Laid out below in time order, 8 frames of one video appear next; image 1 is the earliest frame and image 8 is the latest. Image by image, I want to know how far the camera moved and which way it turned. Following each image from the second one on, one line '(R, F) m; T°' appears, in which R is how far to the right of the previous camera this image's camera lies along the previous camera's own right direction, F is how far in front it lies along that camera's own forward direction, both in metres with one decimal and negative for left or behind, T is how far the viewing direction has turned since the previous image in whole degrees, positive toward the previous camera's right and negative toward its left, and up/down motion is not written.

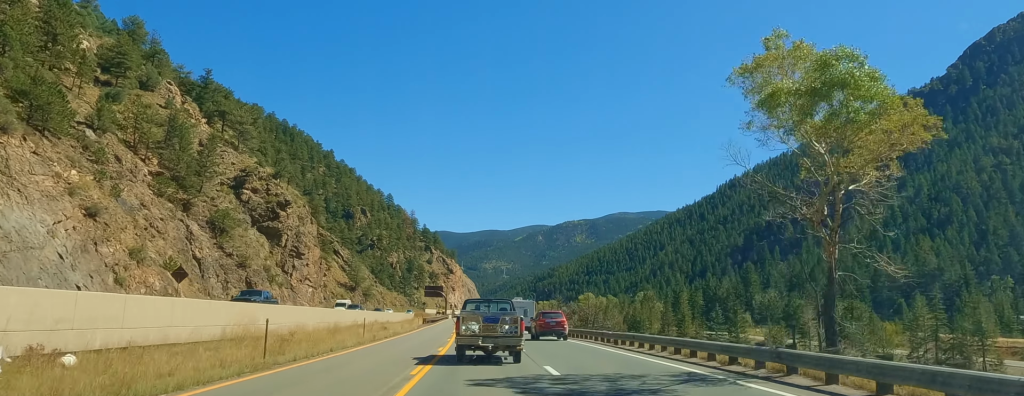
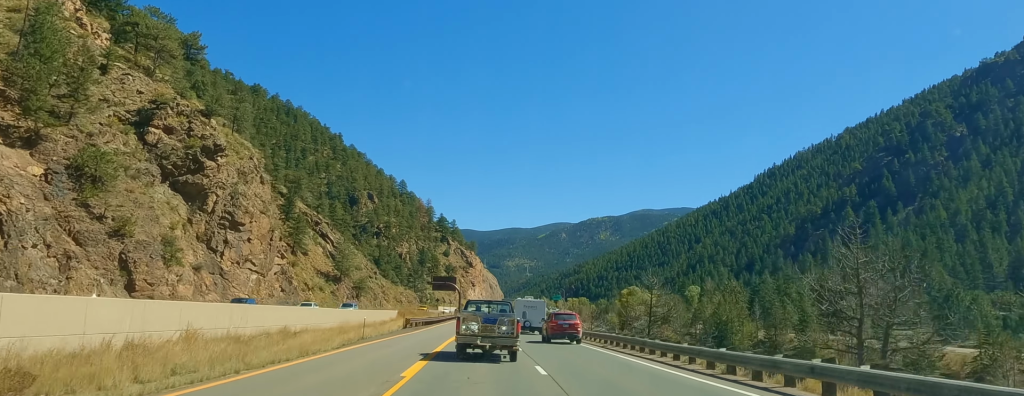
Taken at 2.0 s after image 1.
(-2.2, +47.3) m; -1°
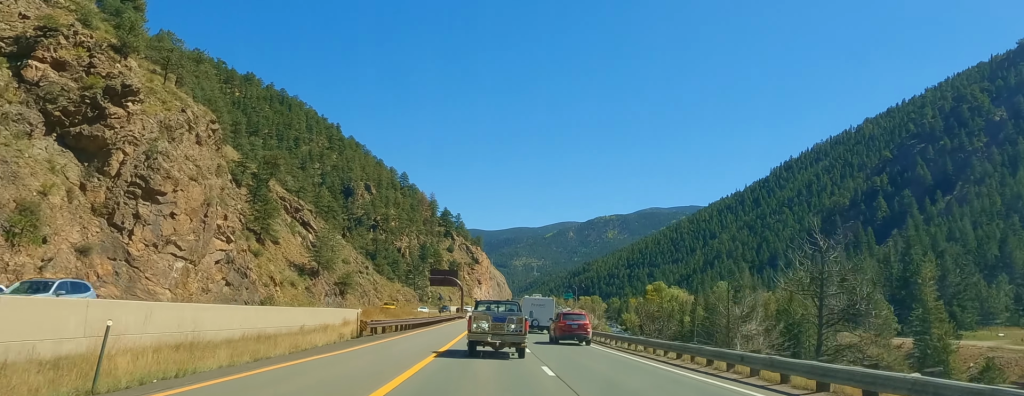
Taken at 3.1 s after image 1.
(+0.7, +26.3) m; +1°
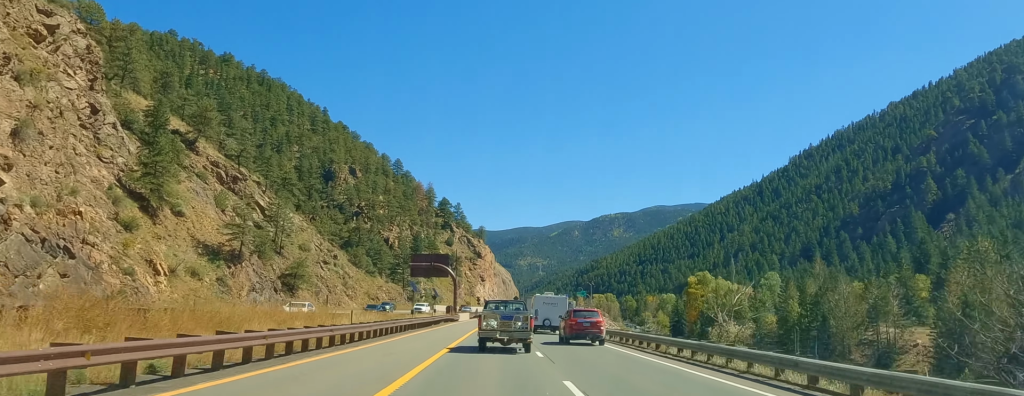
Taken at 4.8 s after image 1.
(+0.4, +41.3) m; +1°
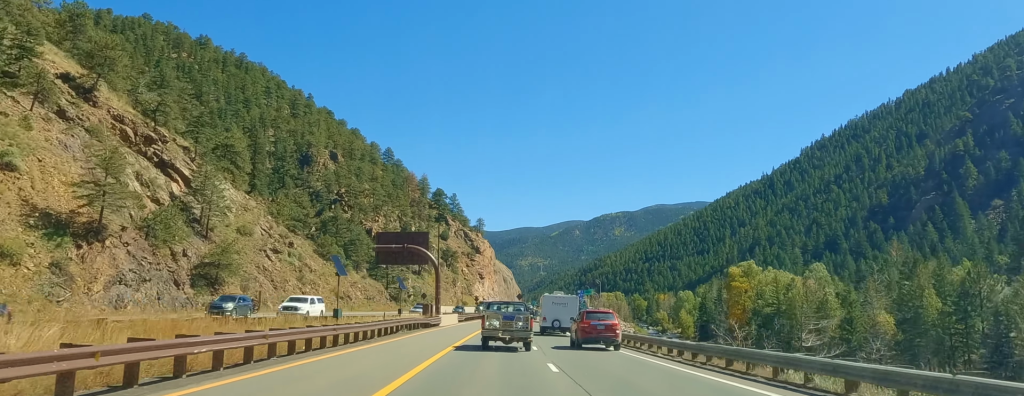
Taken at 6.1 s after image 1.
(-0.5, +30.5) m; +1°
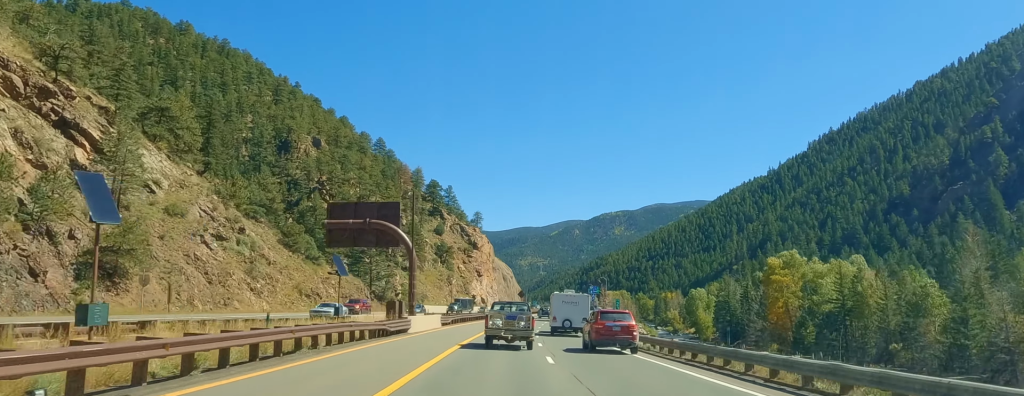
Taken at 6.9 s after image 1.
(+0.6, +21.2) m; +1°
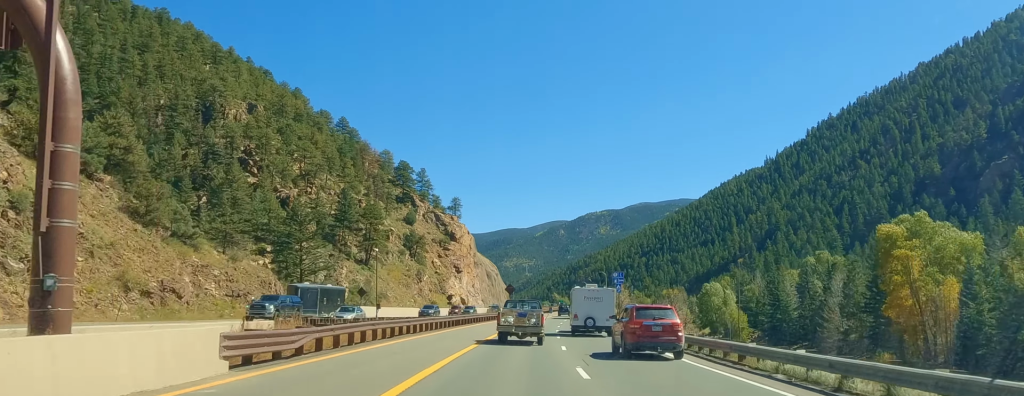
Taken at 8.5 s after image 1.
(+0.9, +41.8) m; +2°
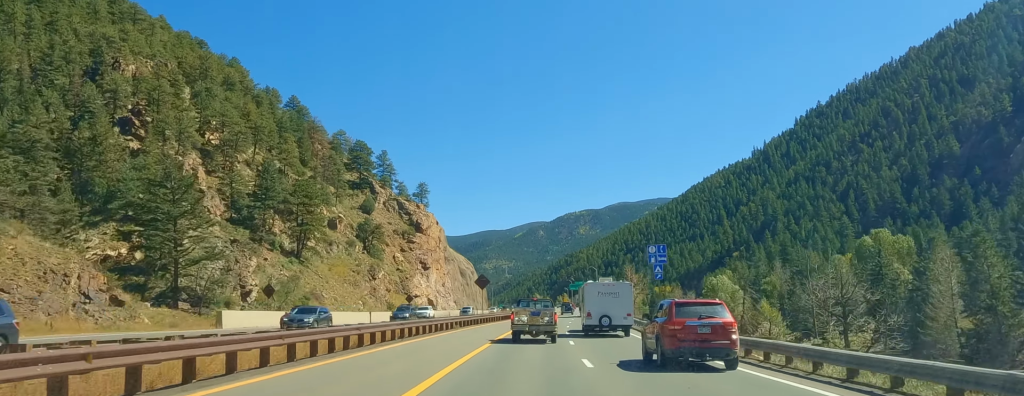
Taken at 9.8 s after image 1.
(+0.7, +33.8) m; +1°
